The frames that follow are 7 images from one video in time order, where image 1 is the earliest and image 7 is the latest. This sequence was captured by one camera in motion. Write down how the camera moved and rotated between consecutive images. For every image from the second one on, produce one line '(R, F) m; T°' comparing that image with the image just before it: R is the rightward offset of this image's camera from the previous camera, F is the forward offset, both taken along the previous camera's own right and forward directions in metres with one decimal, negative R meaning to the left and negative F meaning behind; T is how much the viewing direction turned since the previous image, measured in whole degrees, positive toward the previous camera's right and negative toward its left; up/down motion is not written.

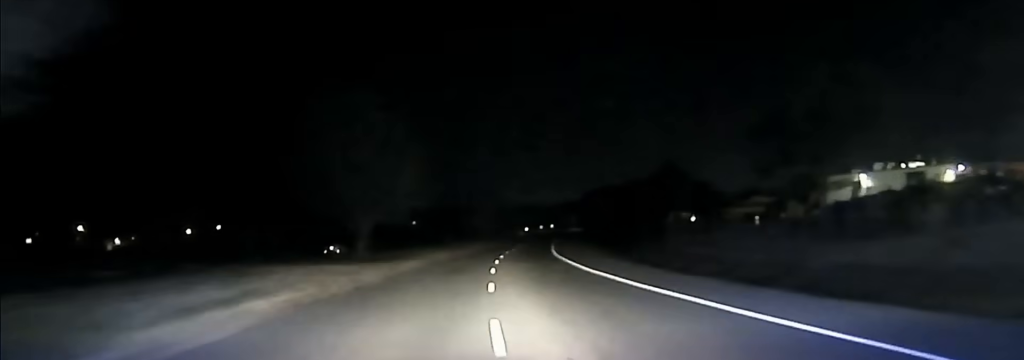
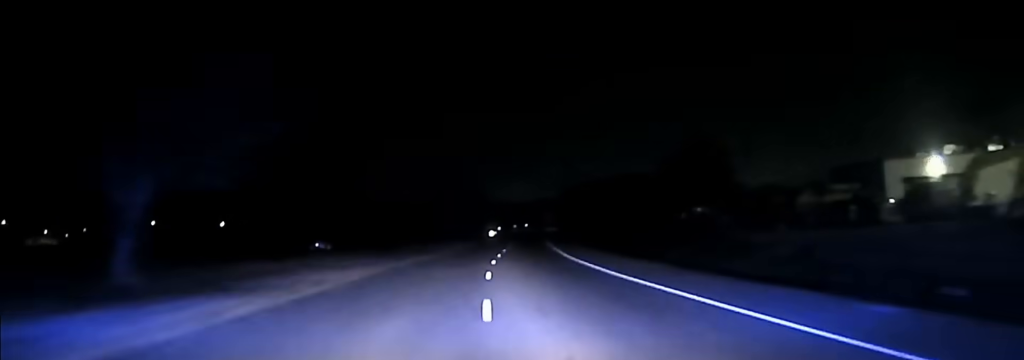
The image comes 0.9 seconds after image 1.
(+0.8, +35.4) m; +2°
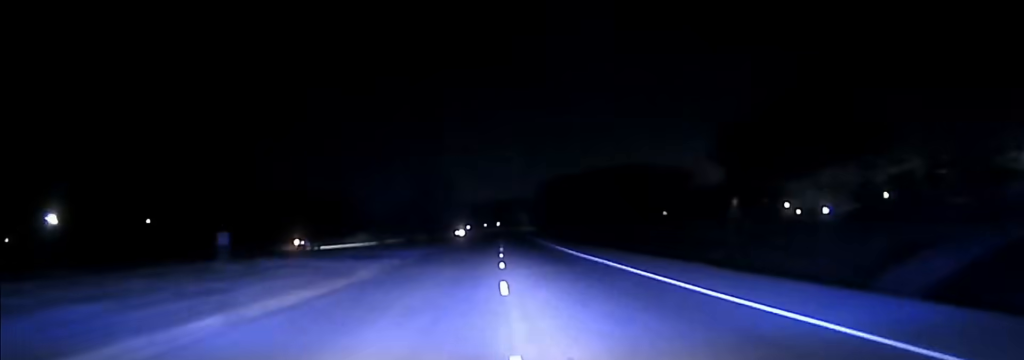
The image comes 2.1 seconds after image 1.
(+0.6, +45.9) m; +2°
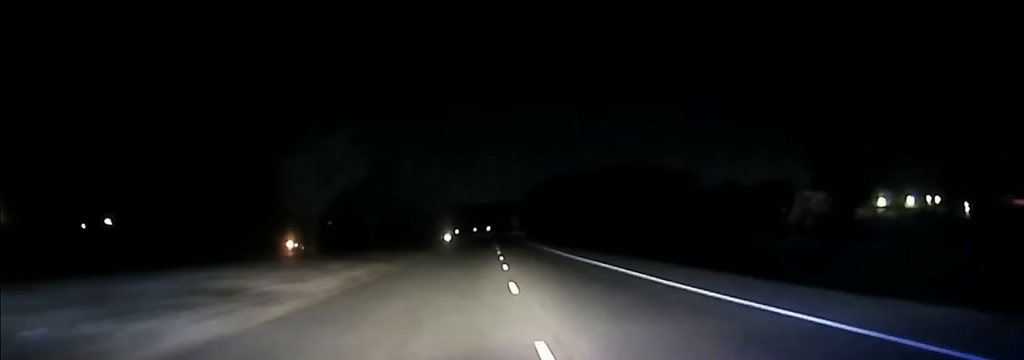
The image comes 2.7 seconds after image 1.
(+0.1, +23.4) m; +1°
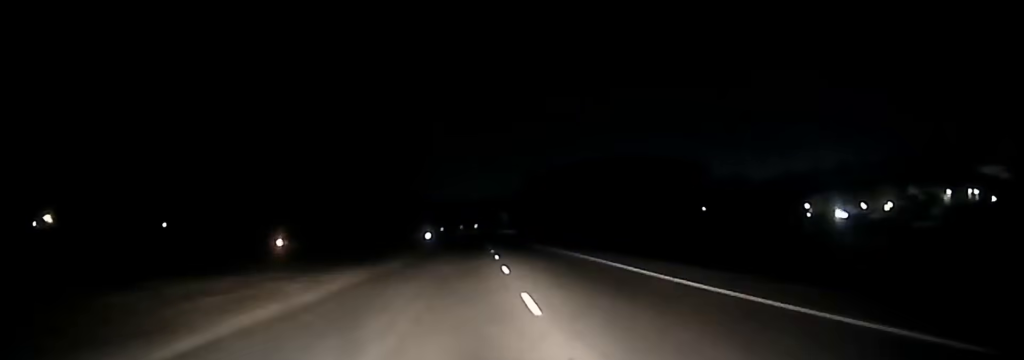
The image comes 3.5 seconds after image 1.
(+0.3, +30.1) m; 0°
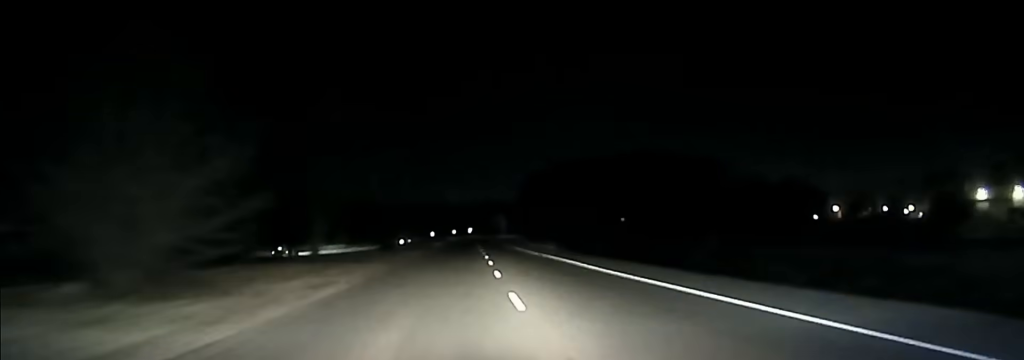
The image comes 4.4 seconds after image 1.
(-0.1, +34.2) m; 0°
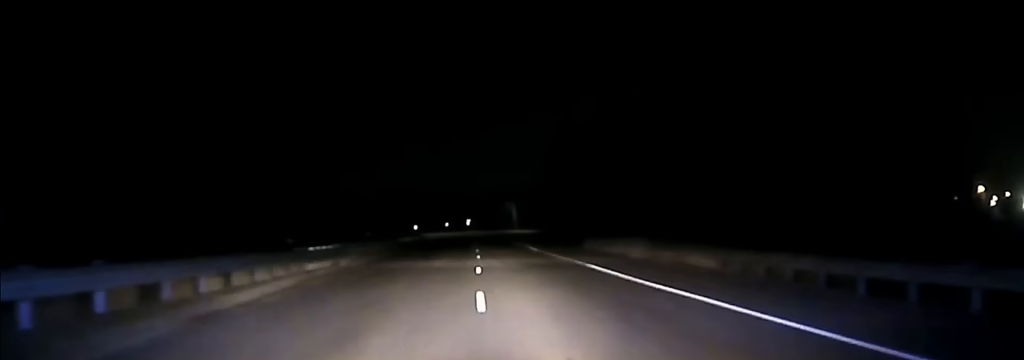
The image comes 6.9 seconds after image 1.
(-0.4, +102.1) m; 0°
